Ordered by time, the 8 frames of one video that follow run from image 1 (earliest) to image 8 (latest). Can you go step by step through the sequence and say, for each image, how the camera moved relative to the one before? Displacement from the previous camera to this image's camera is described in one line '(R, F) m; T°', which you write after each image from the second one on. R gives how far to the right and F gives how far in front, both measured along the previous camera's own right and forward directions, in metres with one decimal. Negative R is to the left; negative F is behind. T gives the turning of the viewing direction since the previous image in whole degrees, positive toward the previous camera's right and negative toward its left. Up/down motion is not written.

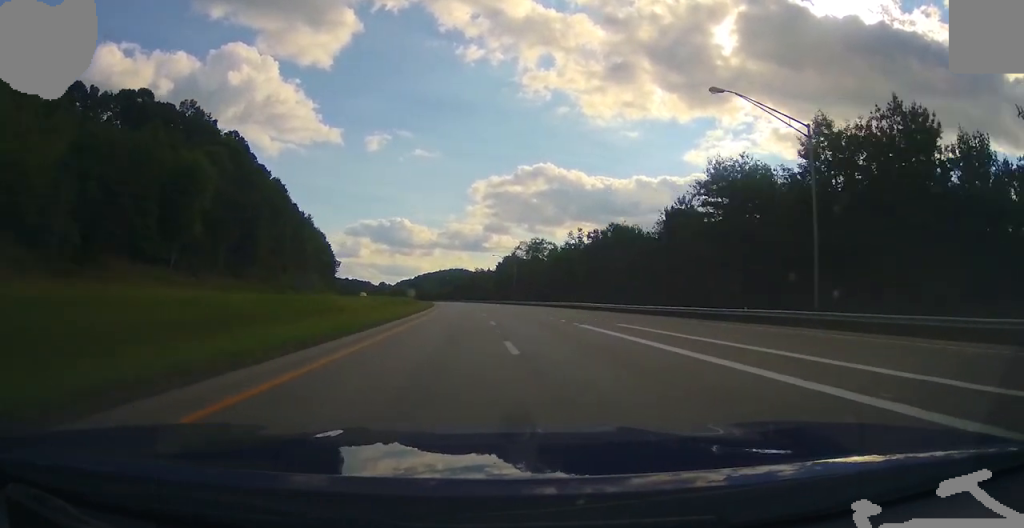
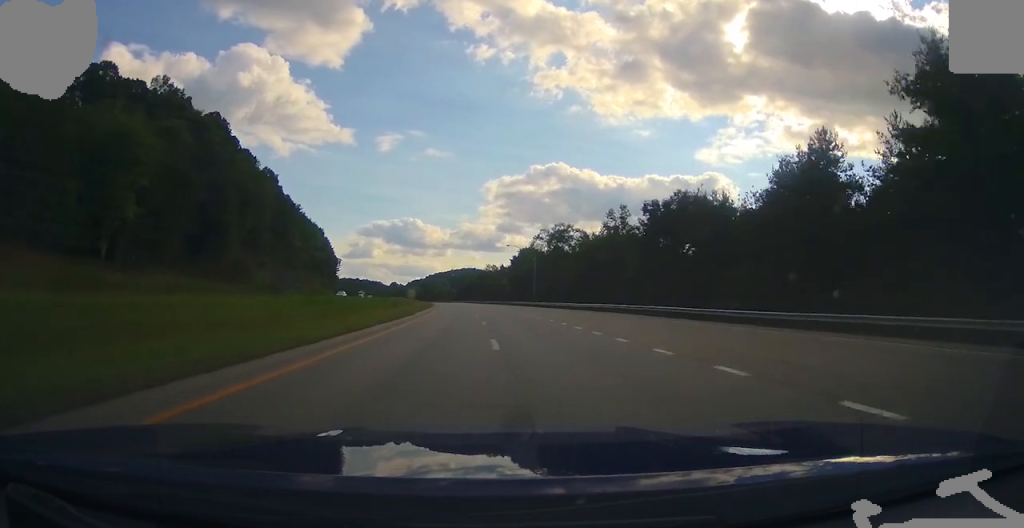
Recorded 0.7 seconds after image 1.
(-0.3, +23.3) m; -1°
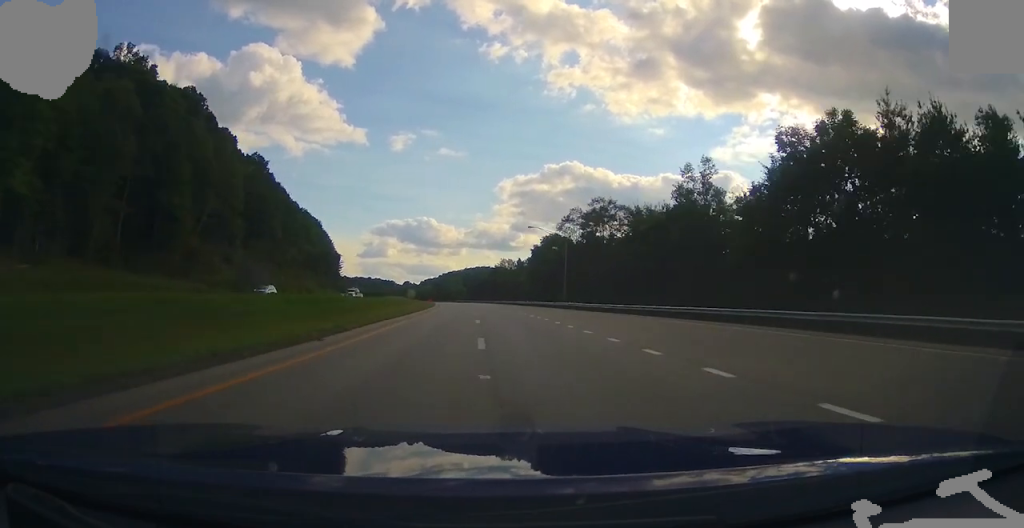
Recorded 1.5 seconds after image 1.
(0.0, +24.4) m; 0°
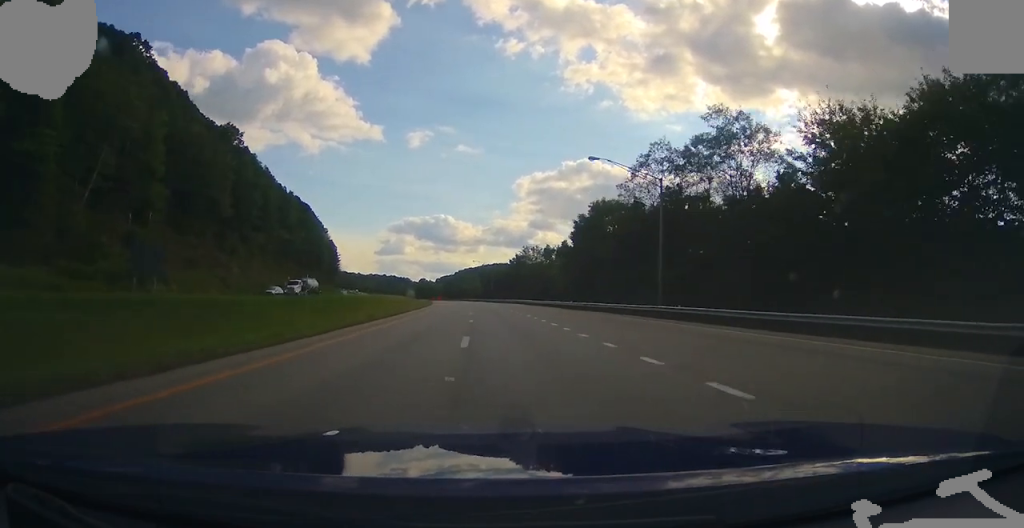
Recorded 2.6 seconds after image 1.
(0.0, +36.1) m; 0°
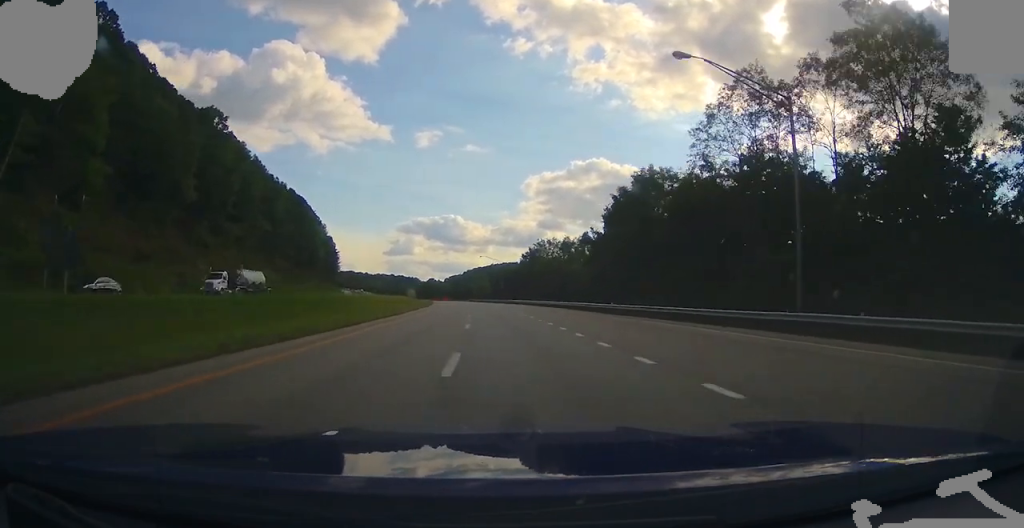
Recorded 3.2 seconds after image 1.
(+0.1, +17.3) m; -1°
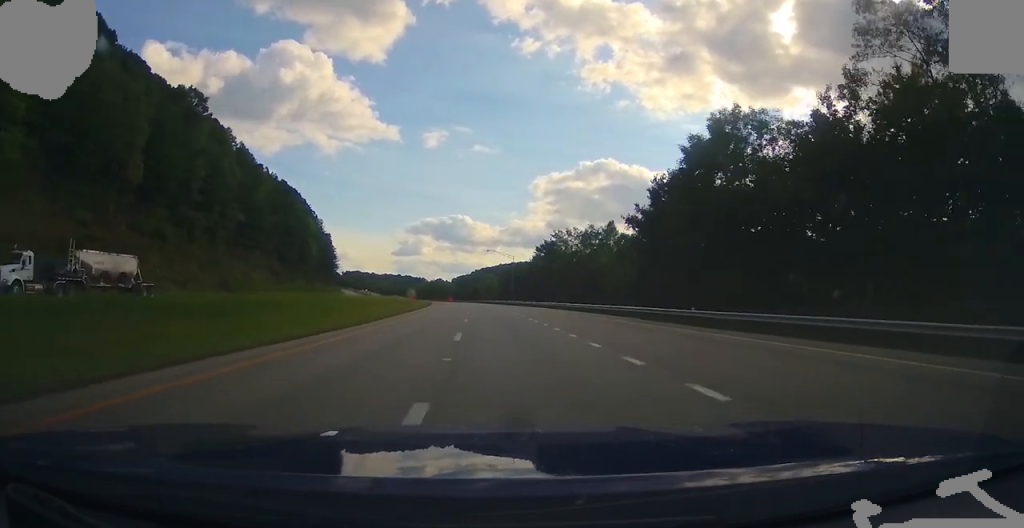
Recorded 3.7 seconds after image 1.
(0.0, +17.4) m; -1°
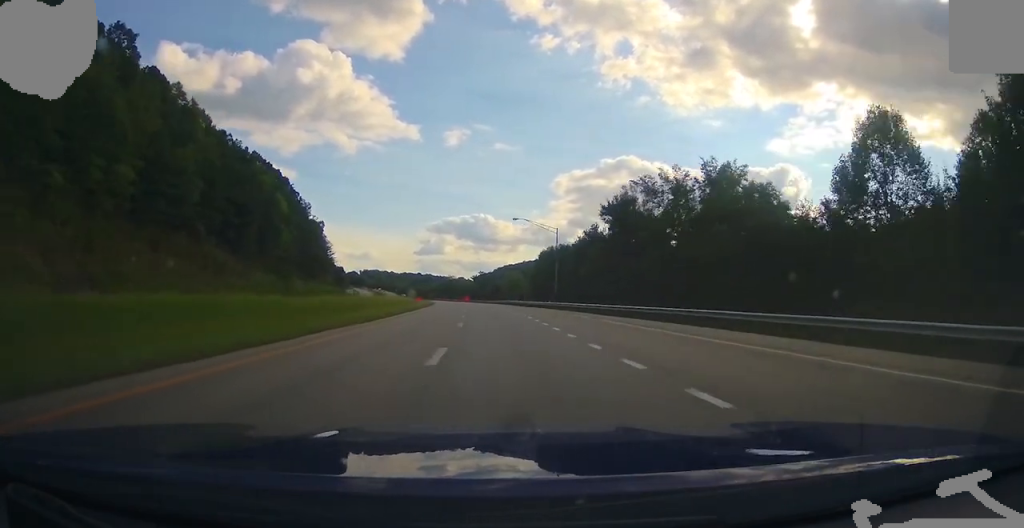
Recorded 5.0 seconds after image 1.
(-1.5, +42.6) m; -4°
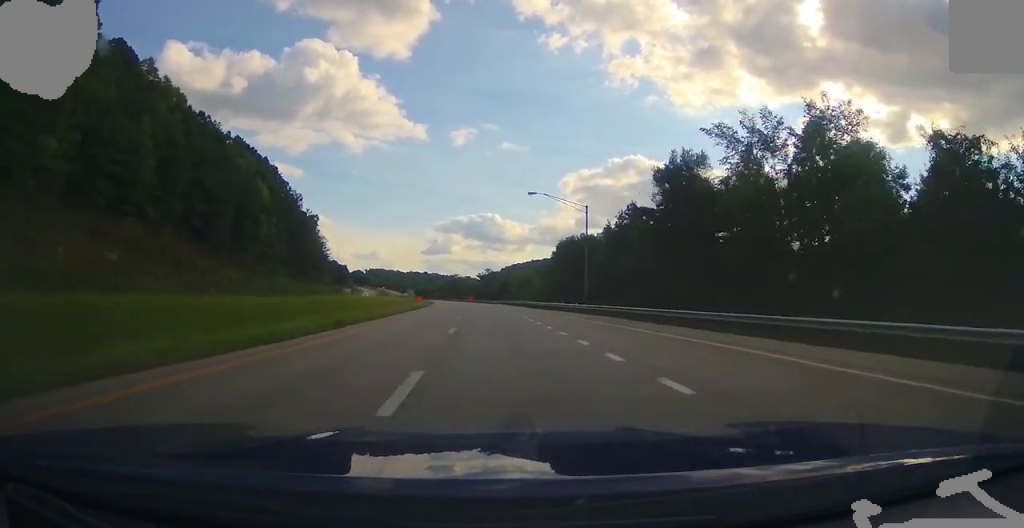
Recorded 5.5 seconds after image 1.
(-0.1, +16.4) m; -1°
